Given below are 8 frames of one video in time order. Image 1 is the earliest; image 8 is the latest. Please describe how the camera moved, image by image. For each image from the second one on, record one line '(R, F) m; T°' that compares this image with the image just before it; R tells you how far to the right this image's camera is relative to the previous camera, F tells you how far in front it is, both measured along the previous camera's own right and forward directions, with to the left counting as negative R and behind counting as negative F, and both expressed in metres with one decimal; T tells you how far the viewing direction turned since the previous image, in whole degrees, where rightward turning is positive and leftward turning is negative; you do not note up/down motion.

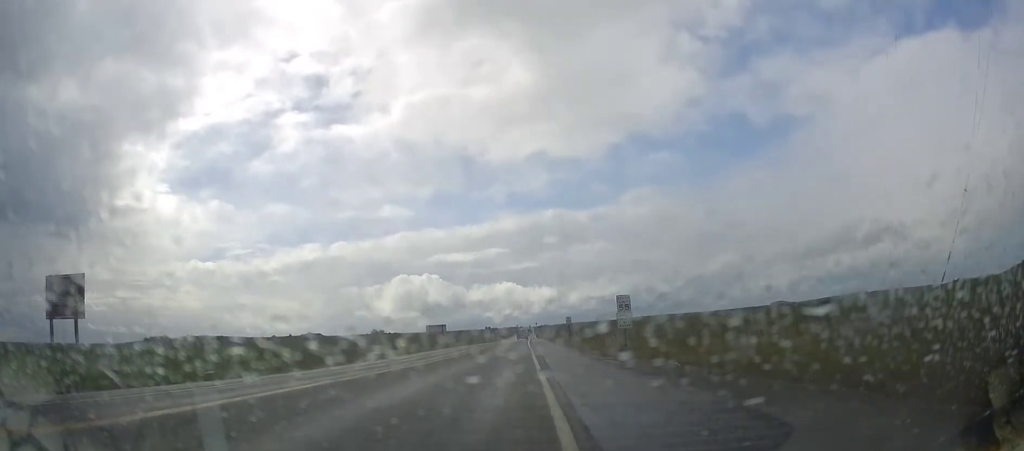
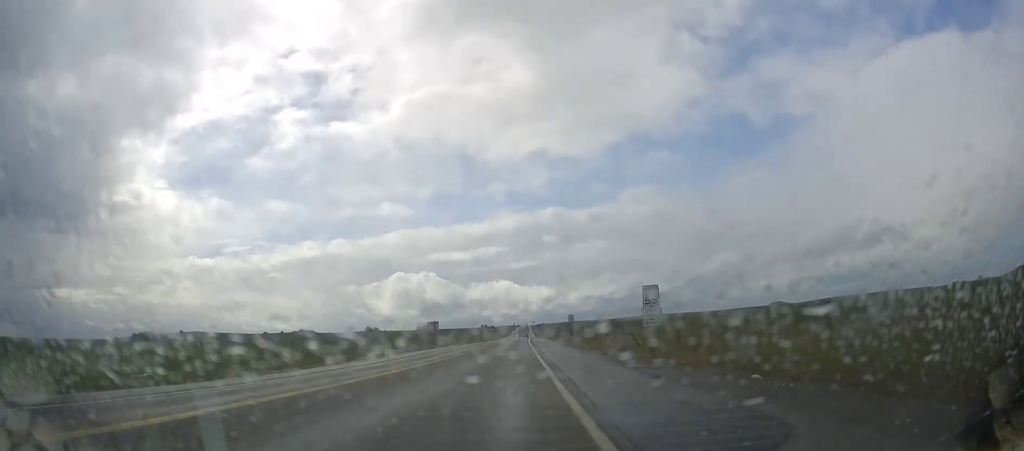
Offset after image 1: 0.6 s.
(-0.3, +5.8) m; 0°
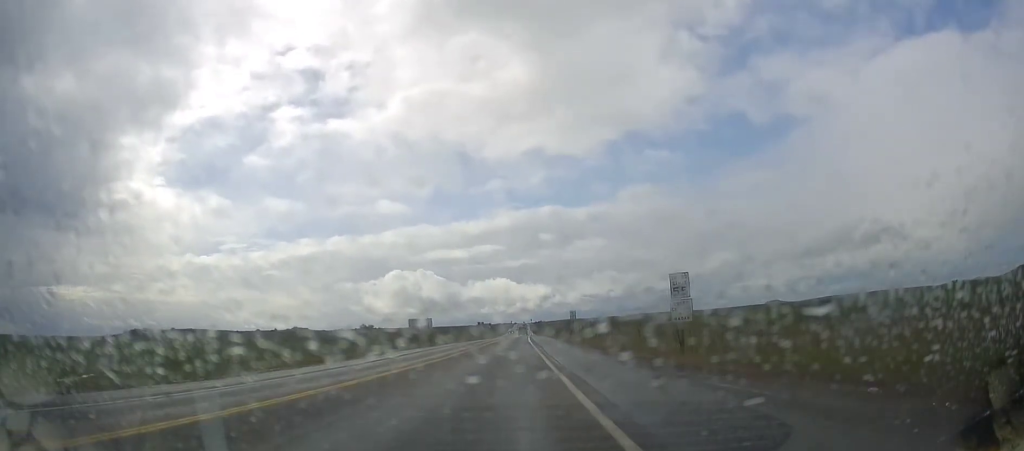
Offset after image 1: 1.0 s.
(+0.2, +4.9) m; 0°
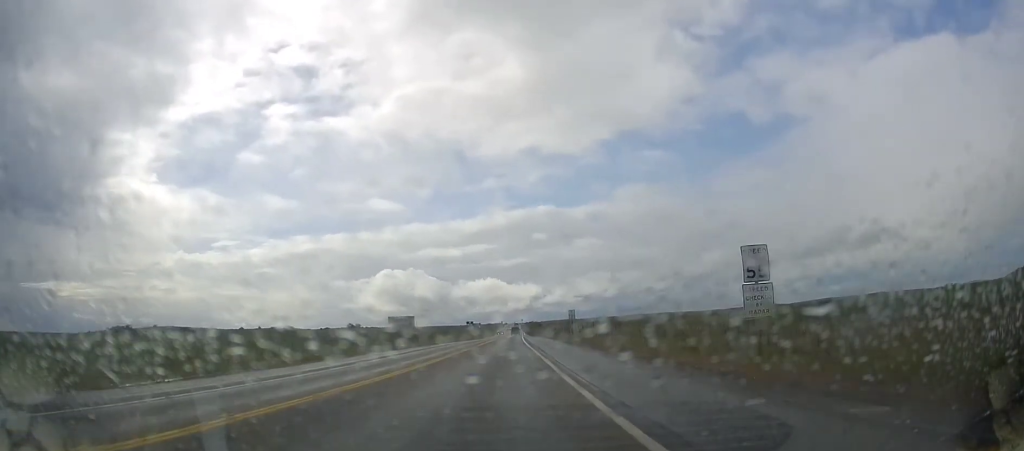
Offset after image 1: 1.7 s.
(+0.4, +7.3) m; 0°
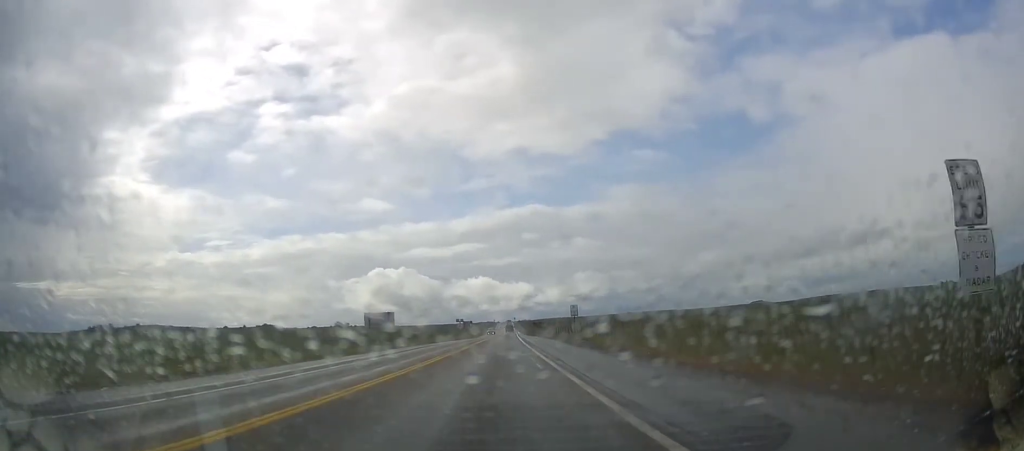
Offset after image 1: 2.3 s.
(-0.3, +8.7) m; -1°
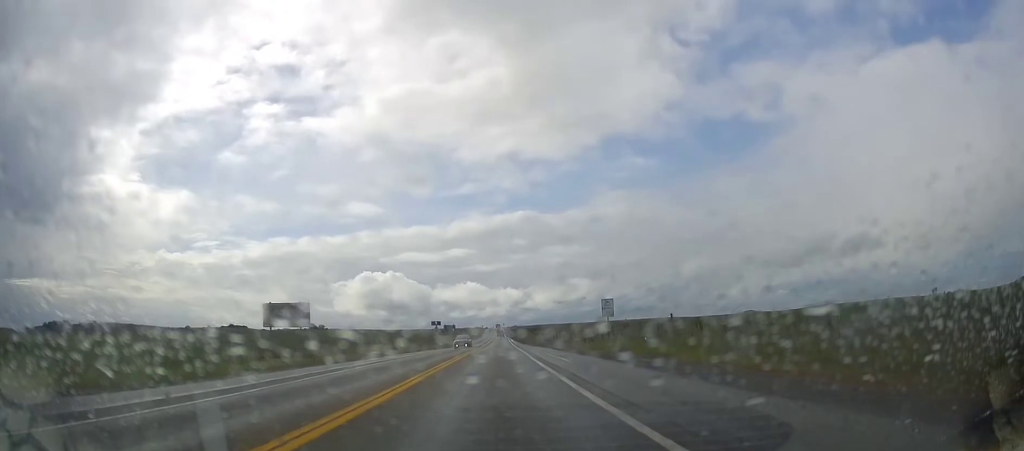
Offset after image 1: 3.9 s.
(0.0, +22.7) m; +2°
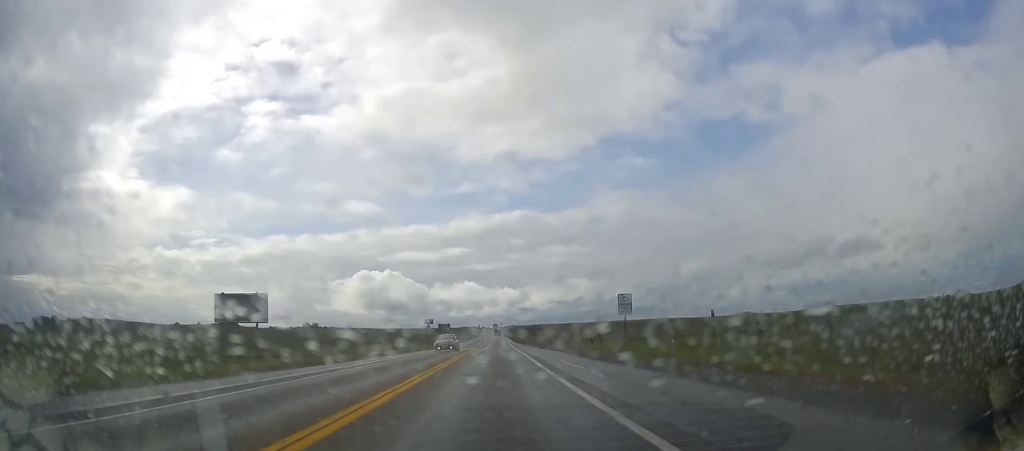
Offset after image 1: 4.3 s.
(+0.2, +6.4) m; +1°
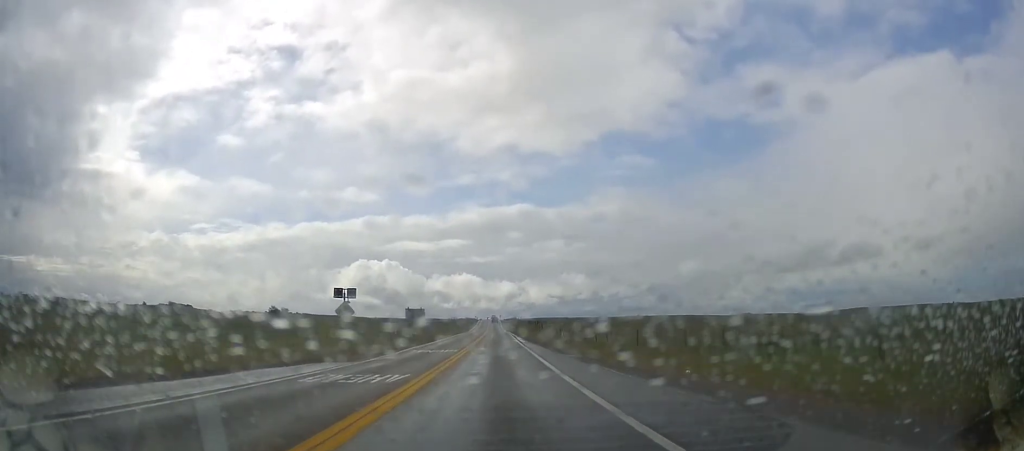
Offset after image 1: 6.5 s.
(-0.3, +39.1) m; -1°
